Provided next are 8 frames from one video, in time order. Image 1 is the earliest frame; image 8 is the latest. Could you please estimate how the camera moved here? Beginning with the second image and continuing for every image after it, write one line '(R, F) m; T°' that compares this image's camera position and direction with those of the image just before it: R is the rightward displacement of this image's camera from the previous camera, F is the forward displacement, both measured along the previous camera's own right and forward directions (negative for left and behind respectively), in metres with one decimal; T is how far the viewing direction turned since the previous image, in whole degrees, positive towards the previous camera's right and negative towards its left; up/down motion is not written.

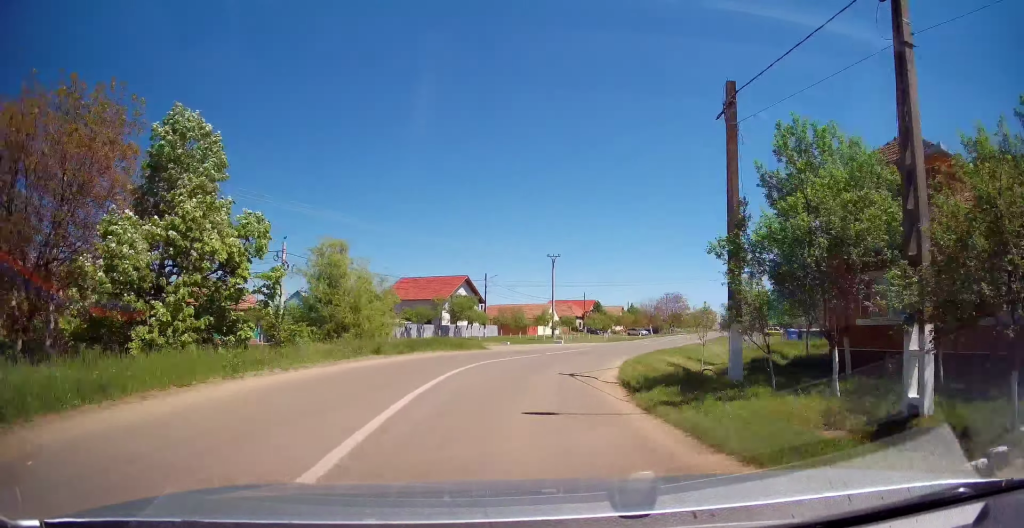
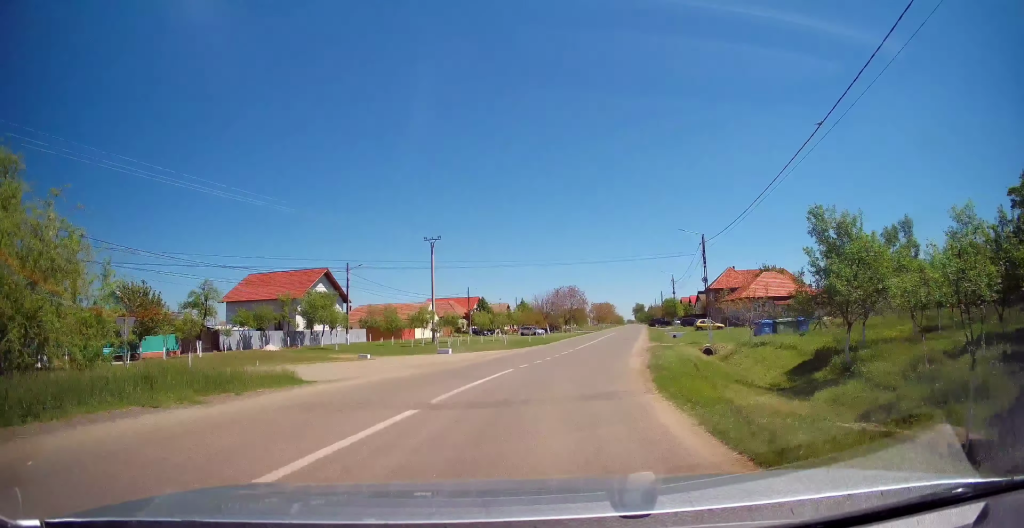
(+0.5, +15.1) m; +10°
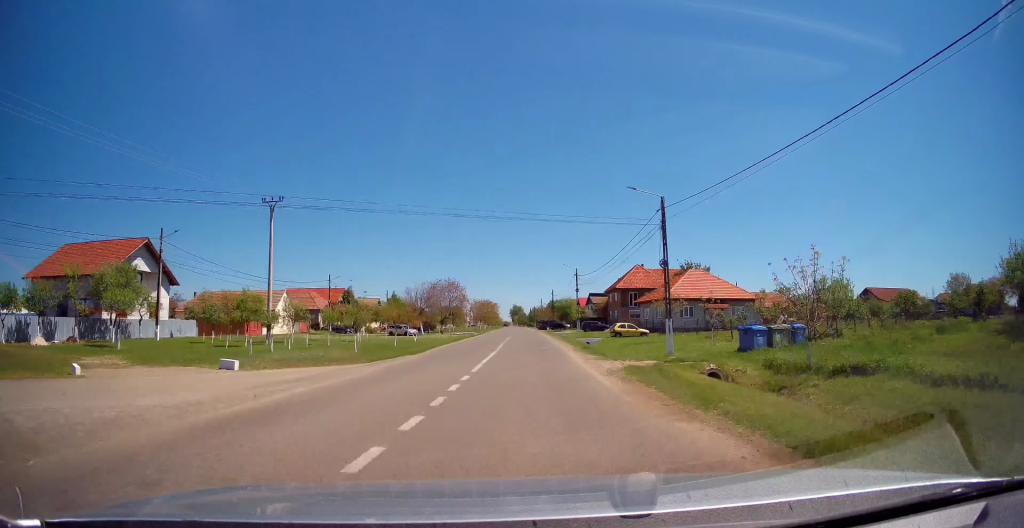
(+2.1, +14.5) m; +12°
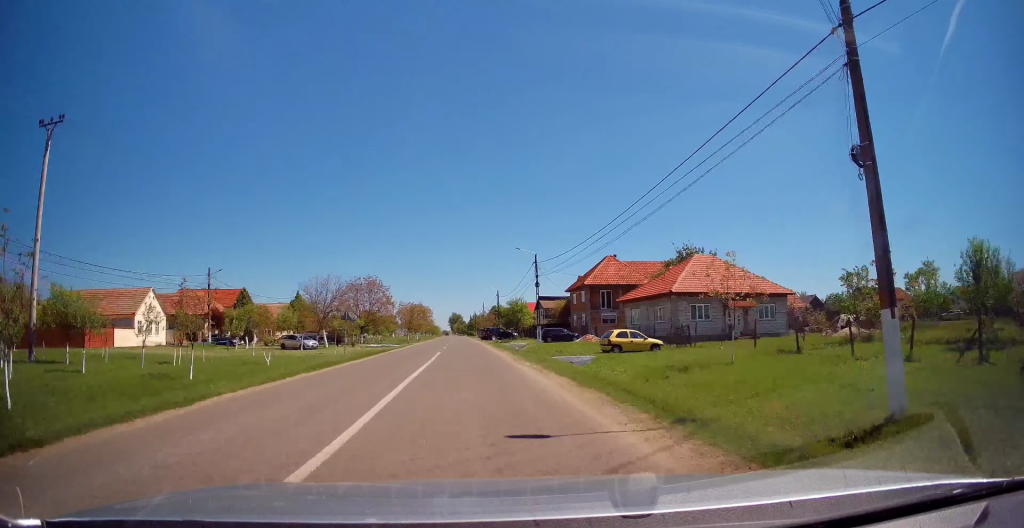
(+1.6, +18.8) m; +7°
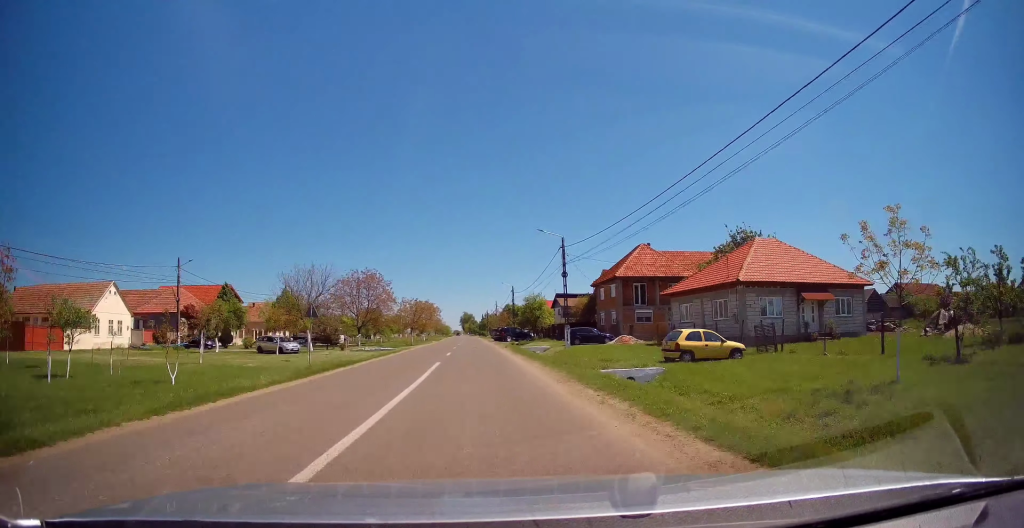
(+0.2, +8.5) m; +2°
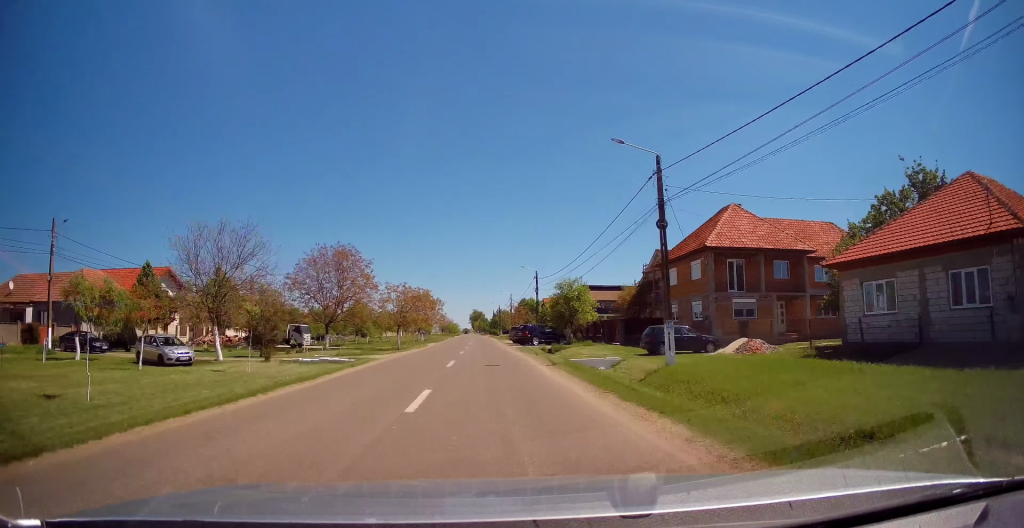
(+0.1, +18.6) m; 0°
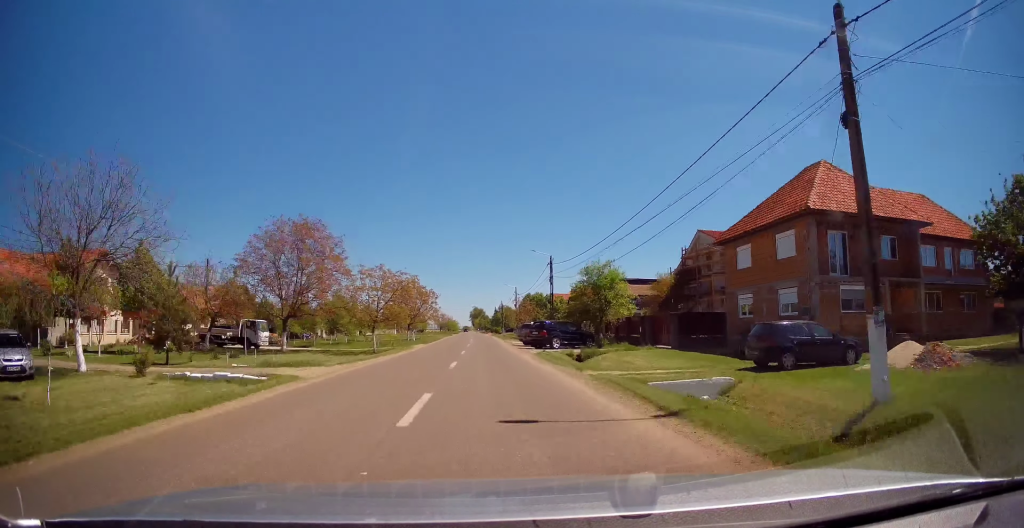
(0.0, +11.1) m; 0°
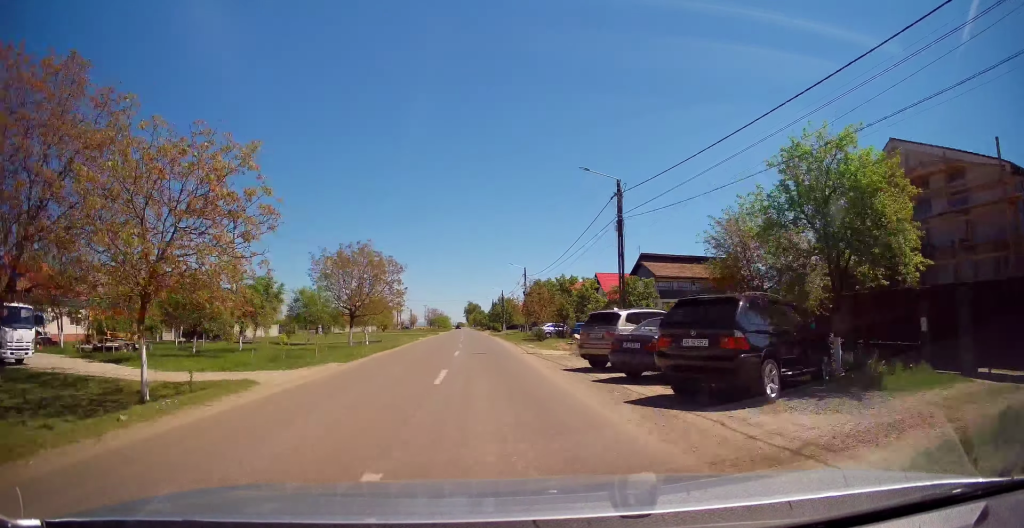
(+0.1, +24.8) m; 0°
